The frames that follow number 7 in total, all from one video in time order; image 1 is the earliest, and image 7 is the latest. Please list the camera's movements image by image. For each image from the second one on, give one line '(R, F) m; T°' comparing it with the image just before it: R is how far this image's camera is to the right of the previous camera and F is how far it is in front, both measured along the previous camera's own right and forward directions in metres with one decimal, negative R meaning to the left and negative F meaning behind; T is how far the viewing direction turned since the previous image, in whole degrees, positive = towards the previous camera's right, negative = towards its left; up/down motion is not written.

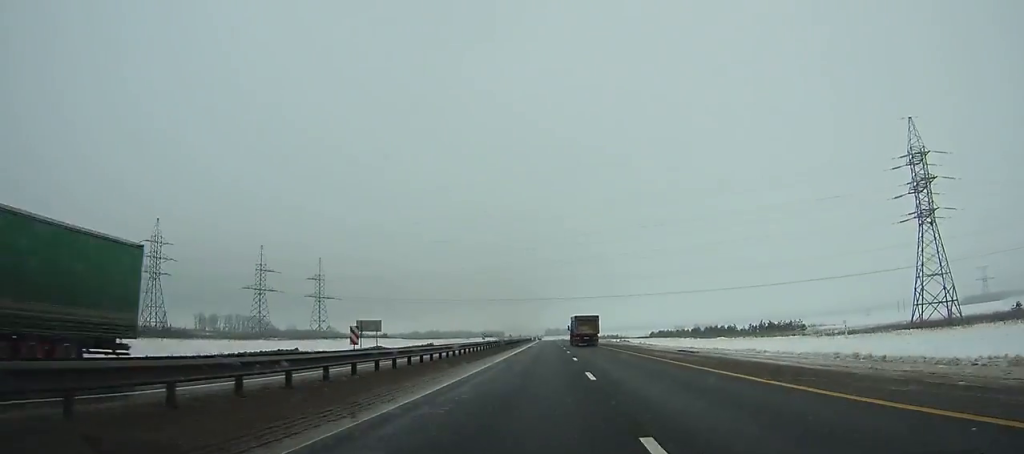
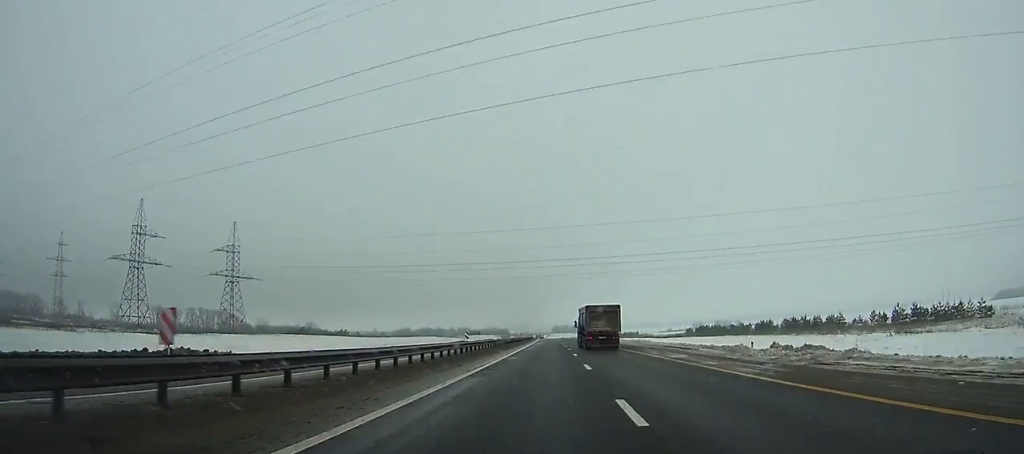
(-0.6, +67.1) m; -1°
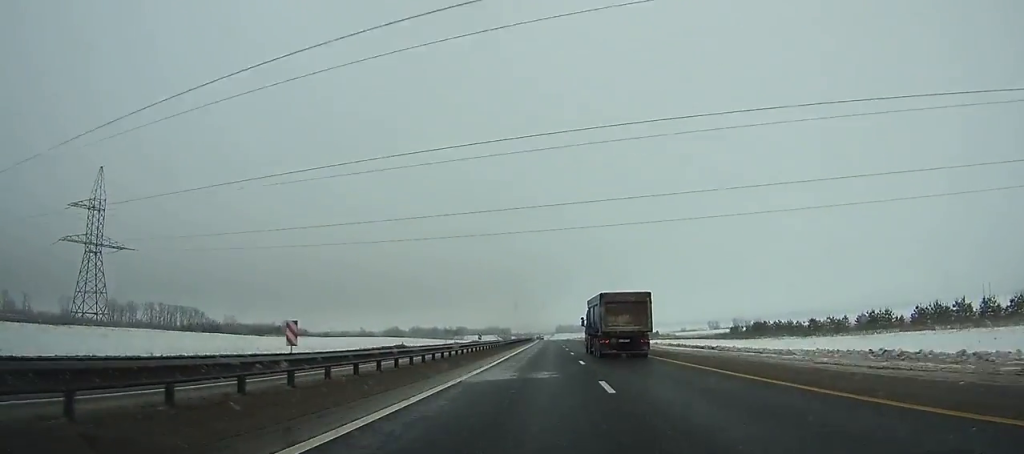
(-0.3, +54.9) m; 0°
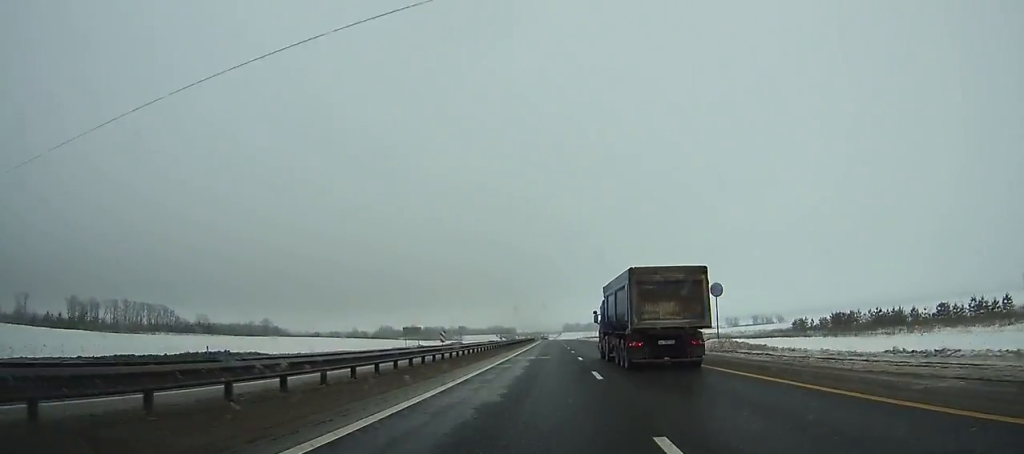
(-0.1, +46.3) m; 0°
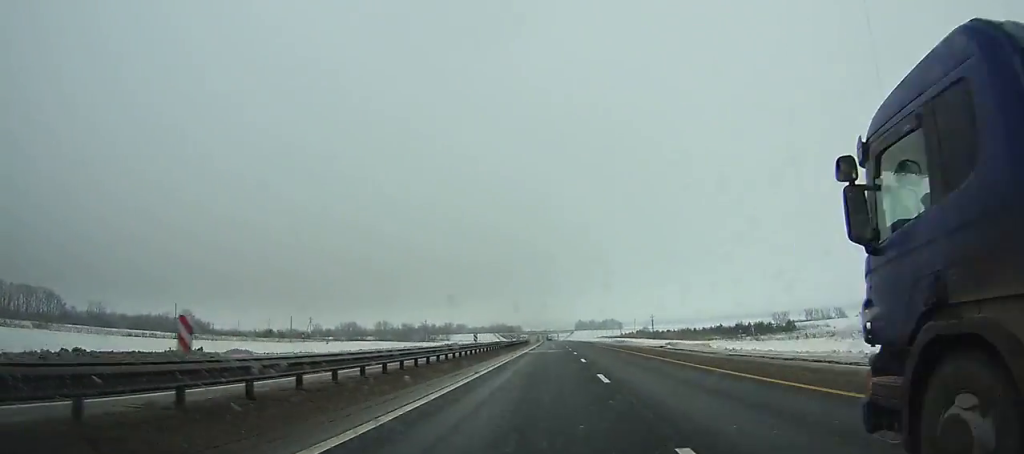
(-0.8, +107.8) m; -1°
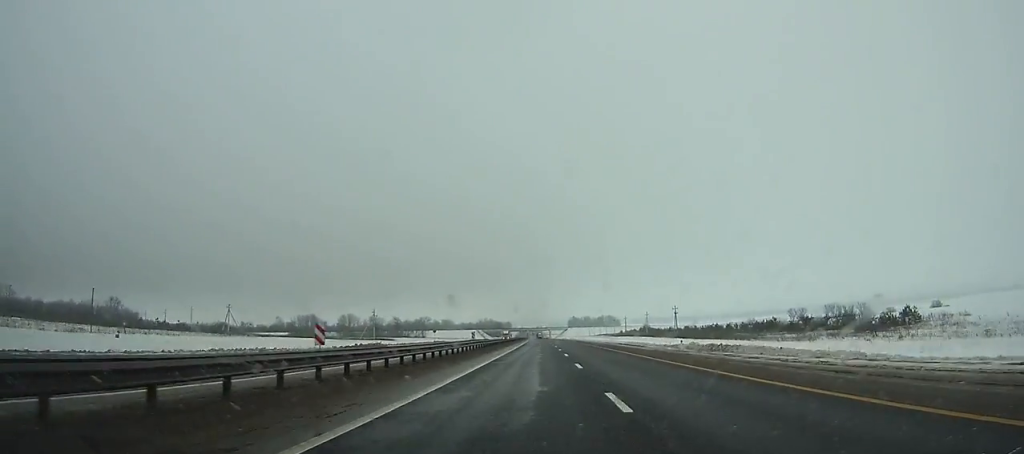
(-0.2, +53.6) m; 0°
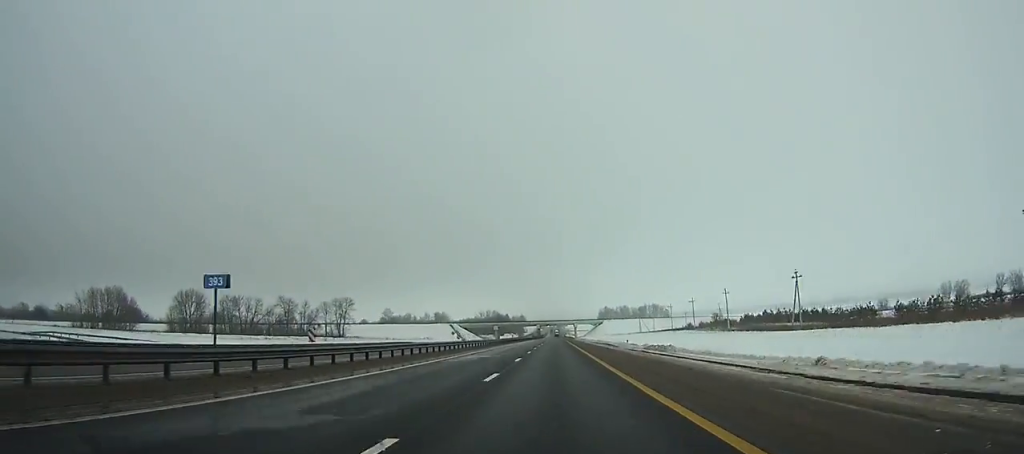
(-2.5, +170.7) m; -2°
